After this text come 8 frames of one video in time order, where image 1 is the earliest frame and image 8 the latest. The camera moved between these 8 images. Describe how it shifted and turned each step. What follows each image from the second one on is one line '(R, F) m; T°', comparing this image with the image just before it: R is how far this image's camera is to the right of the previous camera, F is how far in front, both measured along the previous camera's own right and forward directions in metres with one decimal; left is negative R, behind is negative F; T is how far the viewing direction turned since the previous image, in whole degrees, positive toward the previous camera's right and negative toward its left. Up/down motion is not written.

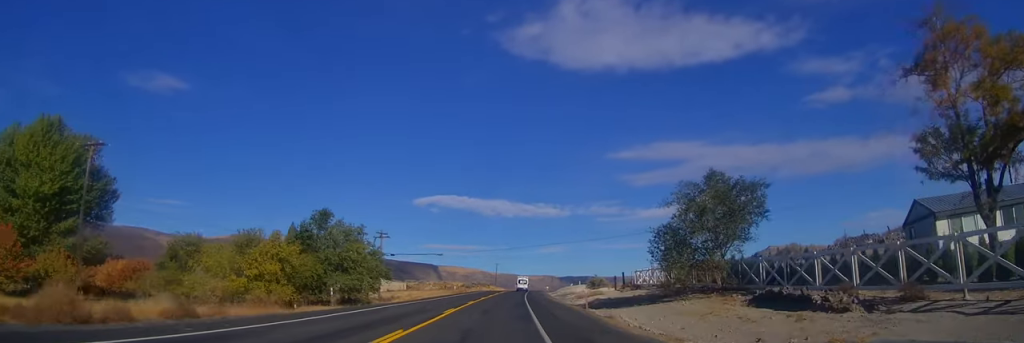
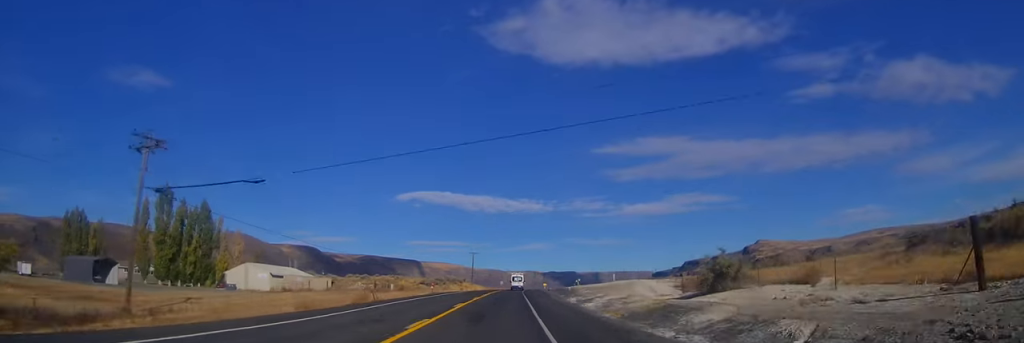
(+0.5, +56.6) m; +2°
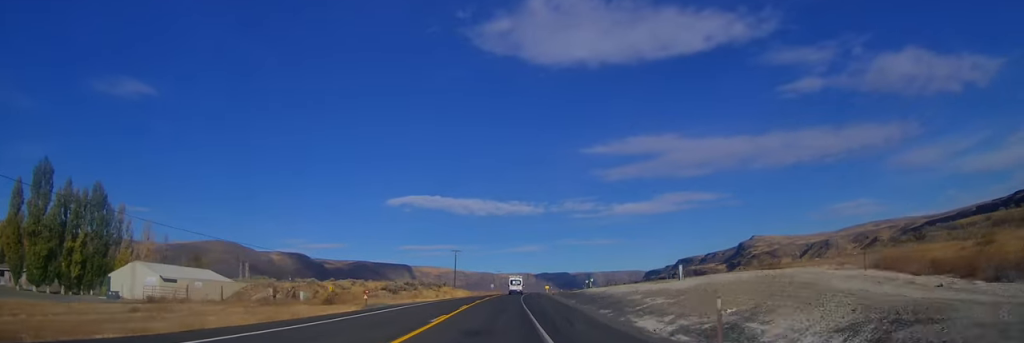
(+0.7, +30.9) m; +1°
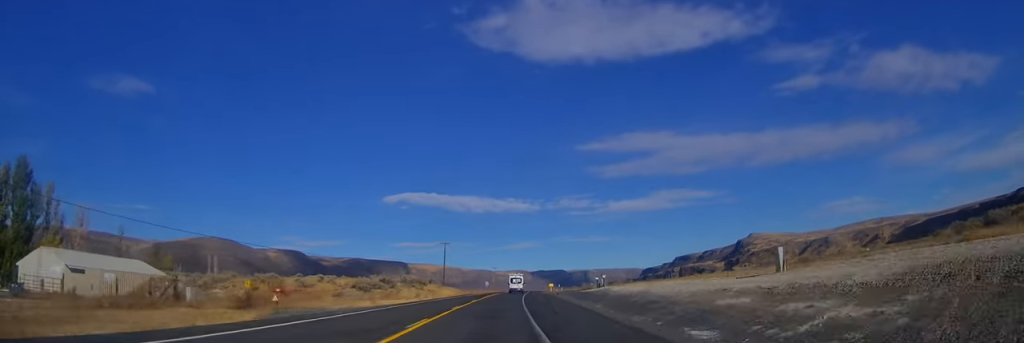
(0.0, +16.4) m; 0°
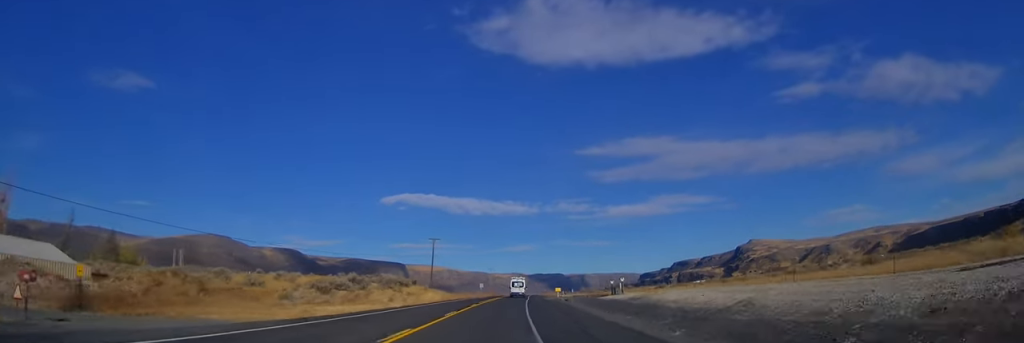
(-0.1, +15.5) m; 0°
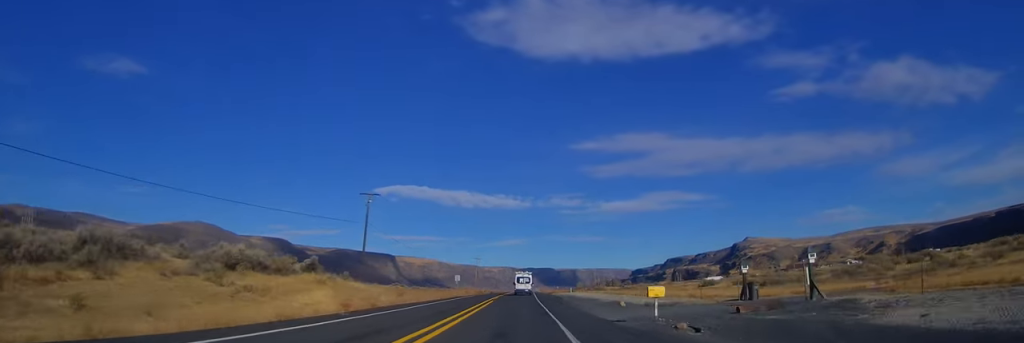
(+0.4, +46.1) m; +1°
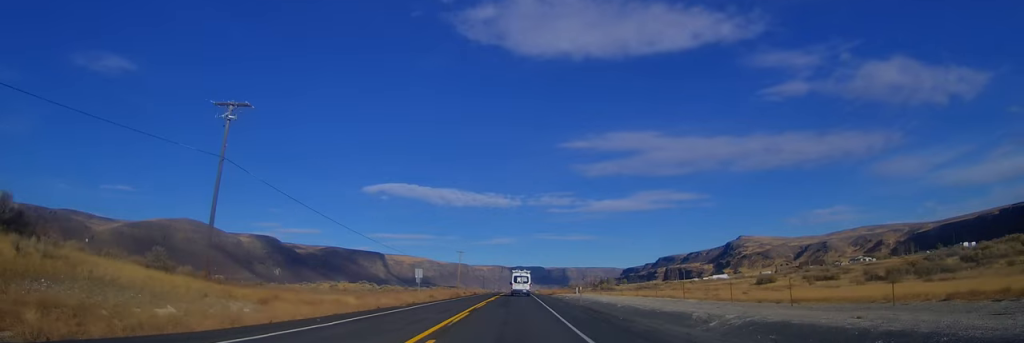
(+0.4, +30.9) m; +2°
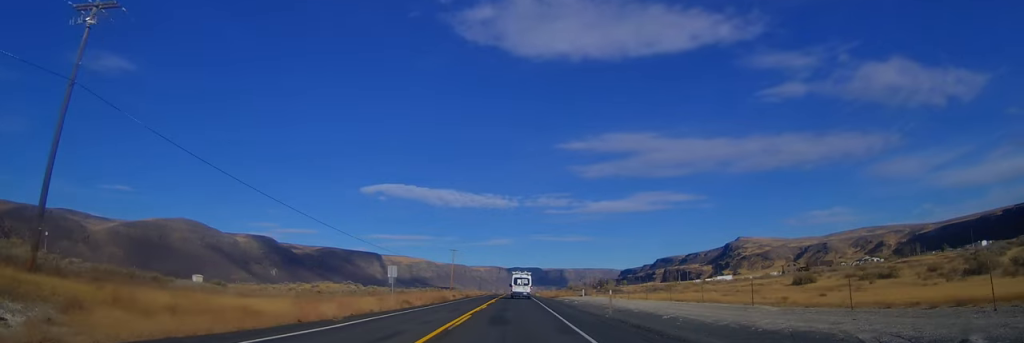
(+0.1, +12.7) m; 0°
